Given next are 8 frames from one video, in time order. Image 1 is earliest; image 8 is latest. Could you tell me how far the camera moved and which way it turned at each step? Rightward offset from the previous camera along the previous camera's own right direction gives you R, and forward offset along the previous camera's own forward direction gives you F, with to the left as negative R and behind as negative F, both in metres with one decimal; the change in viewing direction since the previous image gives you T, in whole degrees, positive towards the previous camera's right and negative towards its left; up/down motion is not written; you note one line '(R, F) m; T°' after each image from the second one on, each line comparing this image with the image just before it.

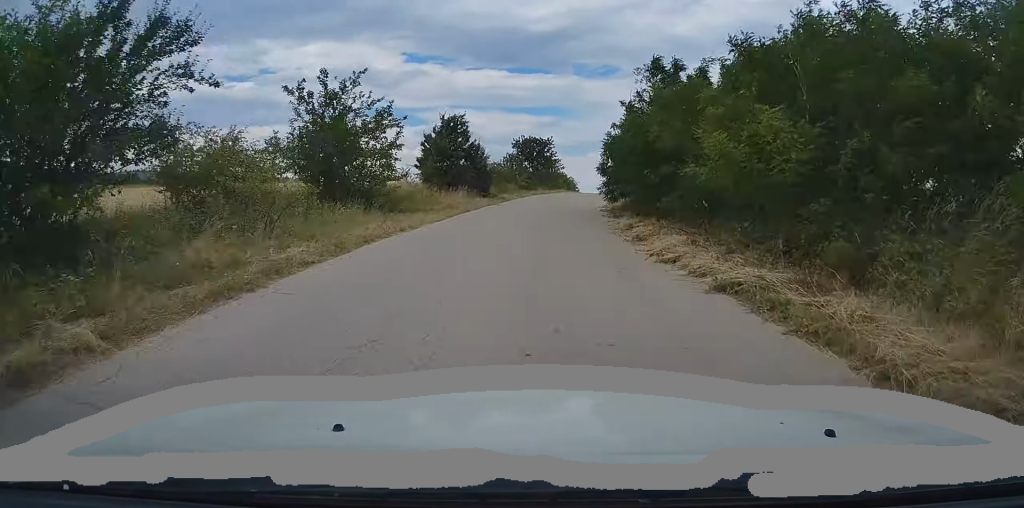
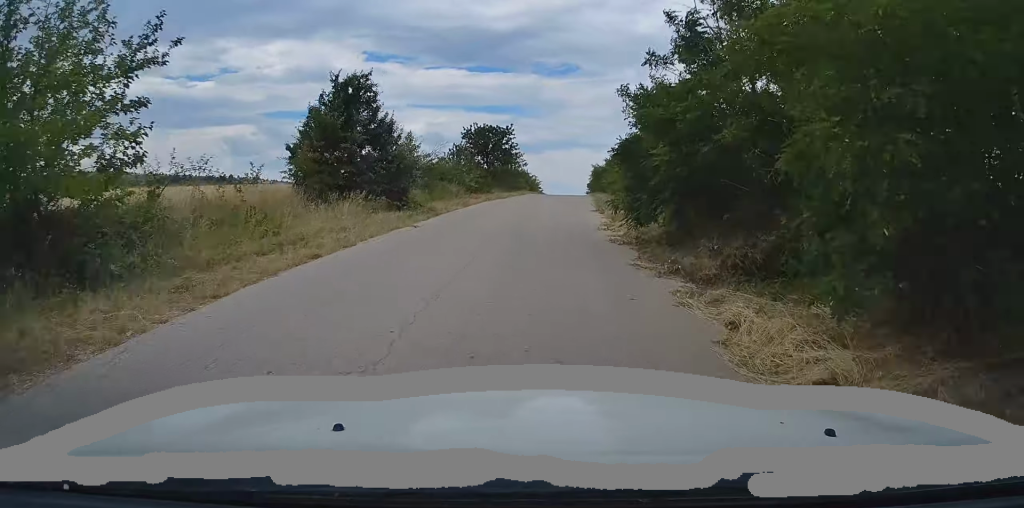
(+0.4, +12.4) m; +3°
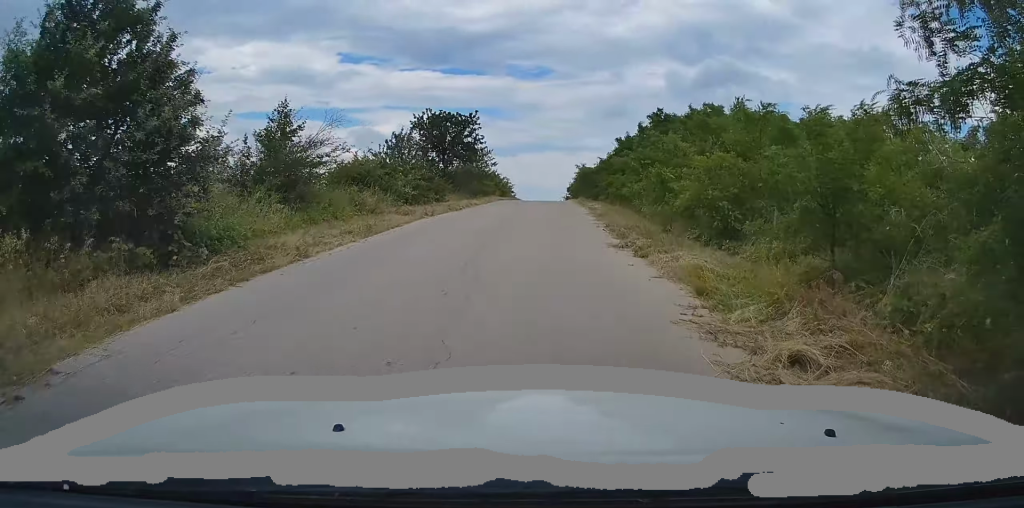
(+0.3, +11.4) m; +2°
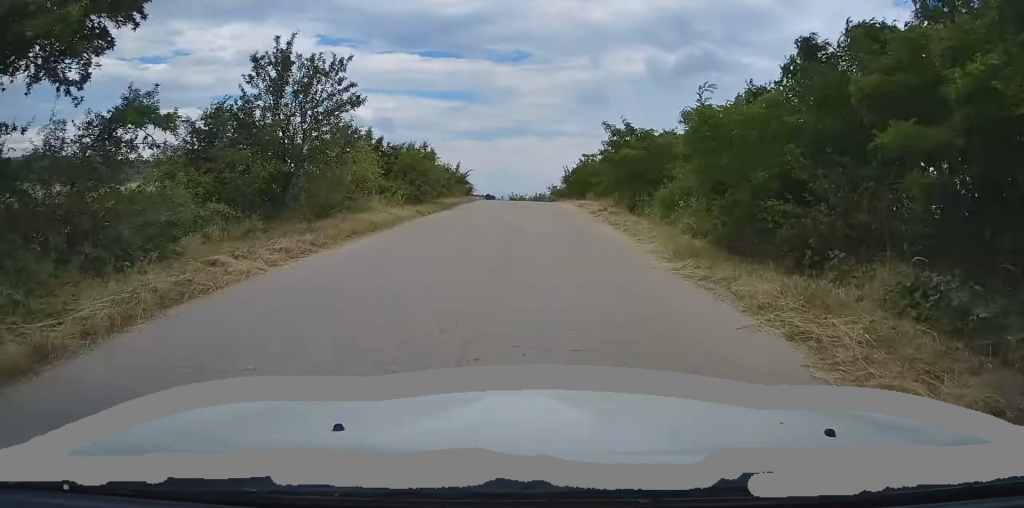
(+1.0, +32.5) m; +2°
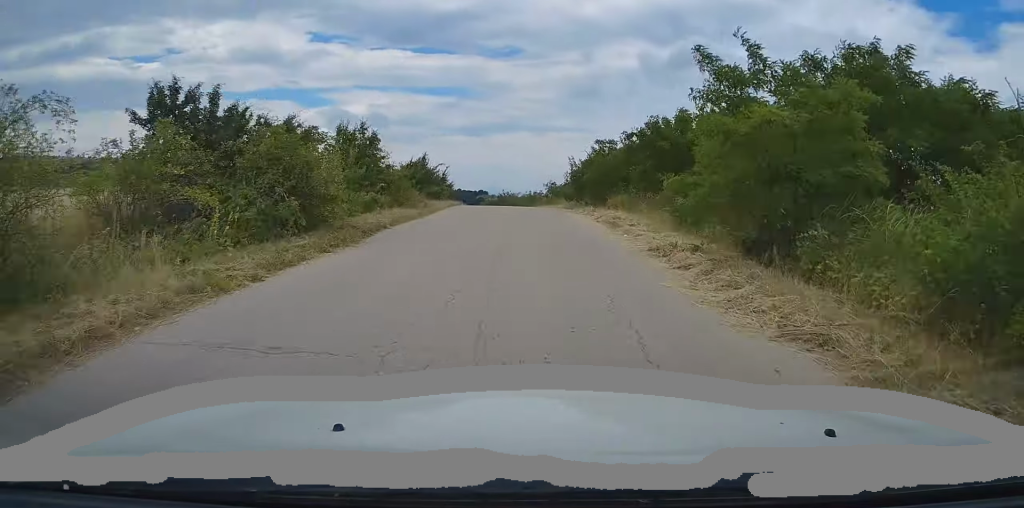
(+0.1, +12.1) m; 0°
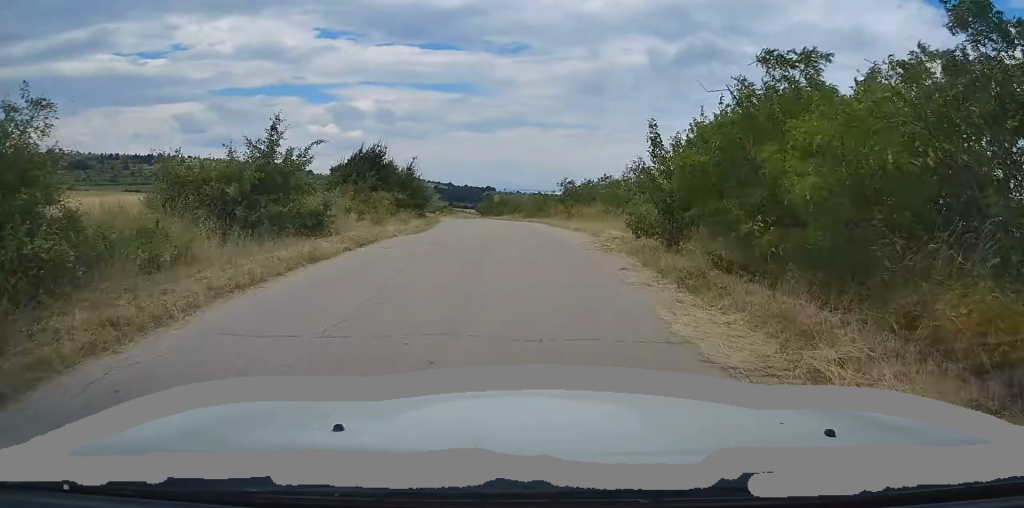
(-0.3, +20.0) m; -2°
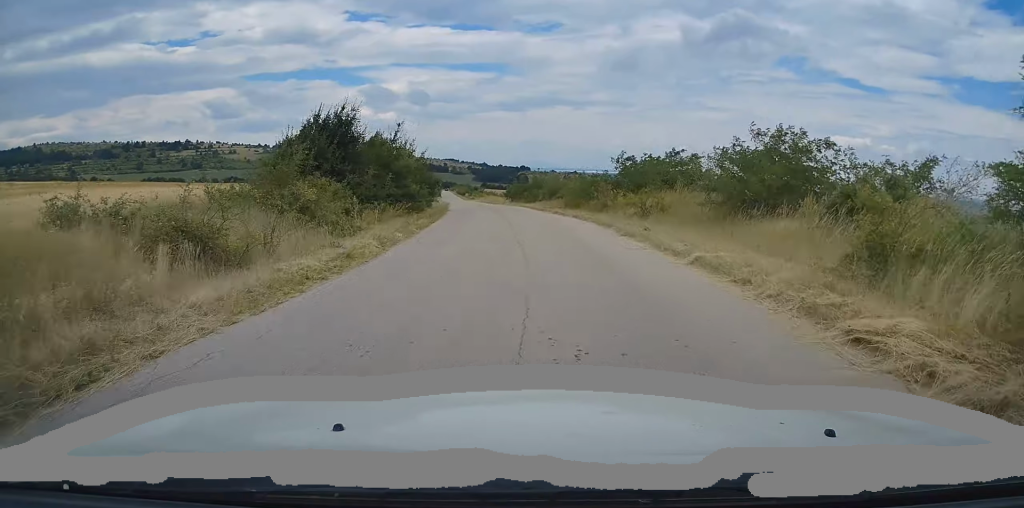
(-0.1, +13.5) m; -2°
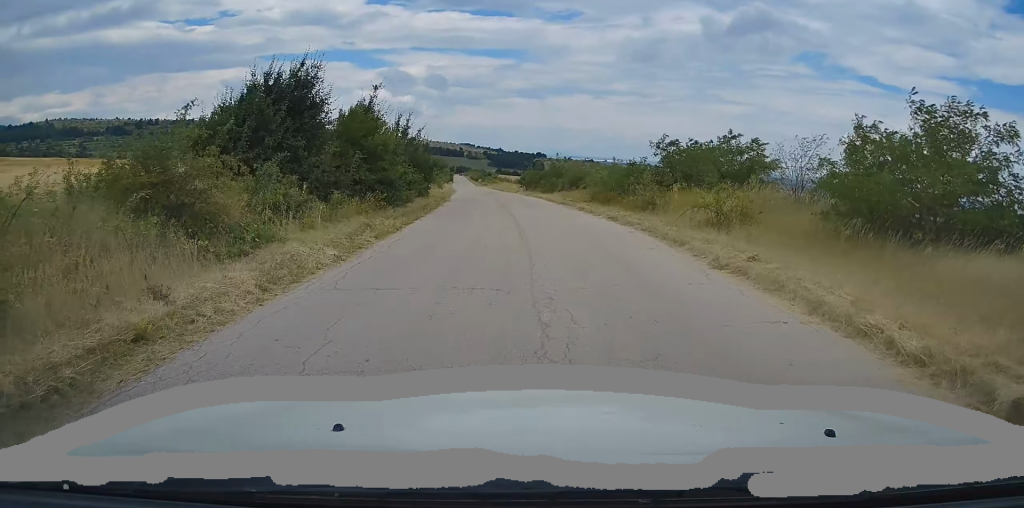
(-0.2, +7.0) m; -1°
